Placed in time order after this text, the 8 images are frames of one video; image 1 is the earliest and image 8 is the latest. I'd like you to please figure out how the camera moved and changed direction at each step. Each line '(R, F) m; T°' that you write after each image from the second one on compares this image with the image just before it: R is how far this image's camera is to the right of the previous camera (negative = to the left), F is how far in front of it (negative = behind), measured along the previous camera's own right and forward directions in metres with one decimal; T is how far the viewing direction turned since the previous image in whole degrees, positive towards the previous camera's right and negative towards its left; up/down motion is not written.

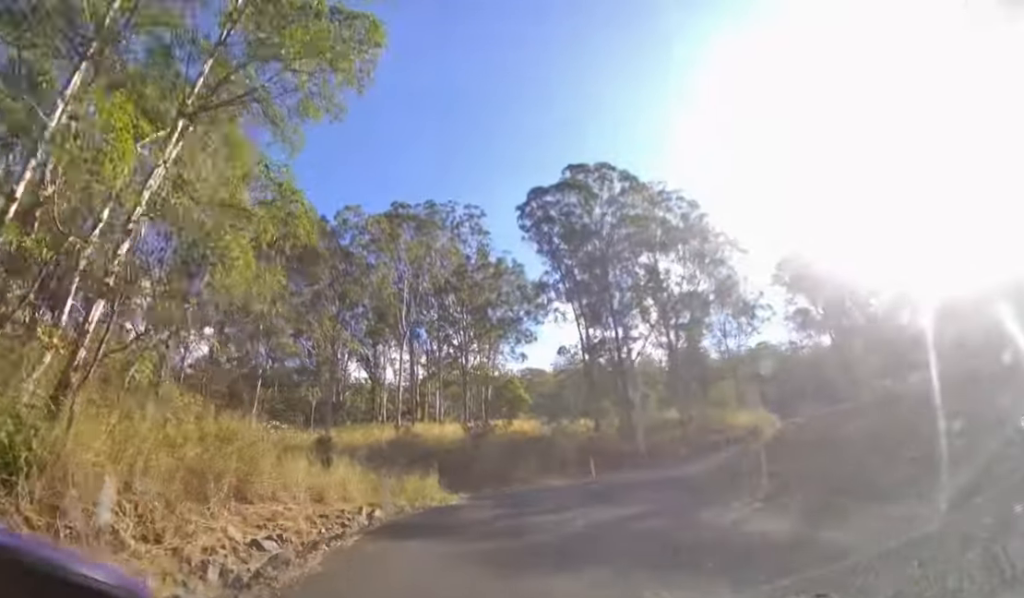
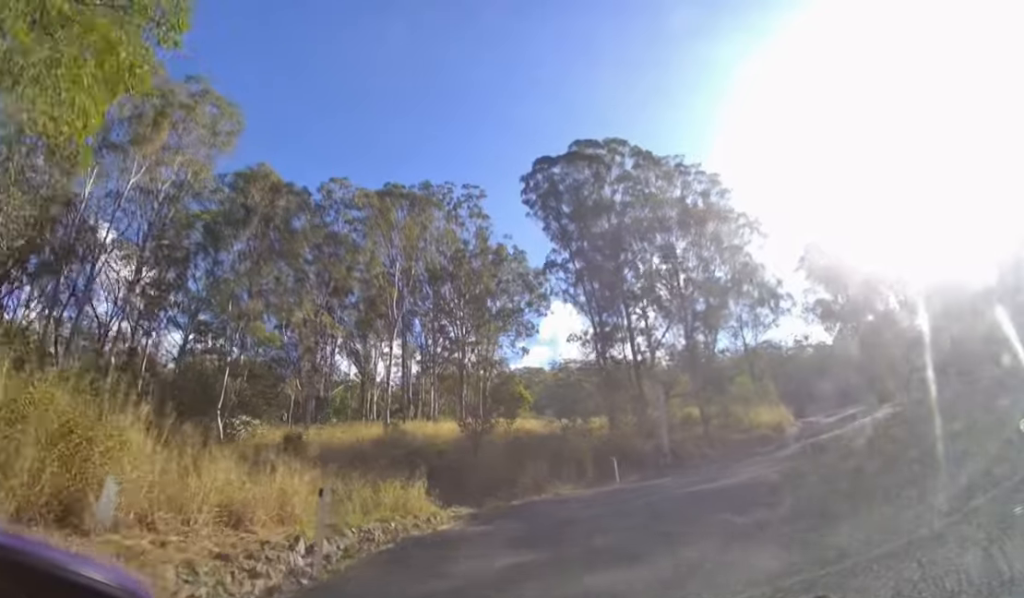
(-0.1, +4.1) m; 0°
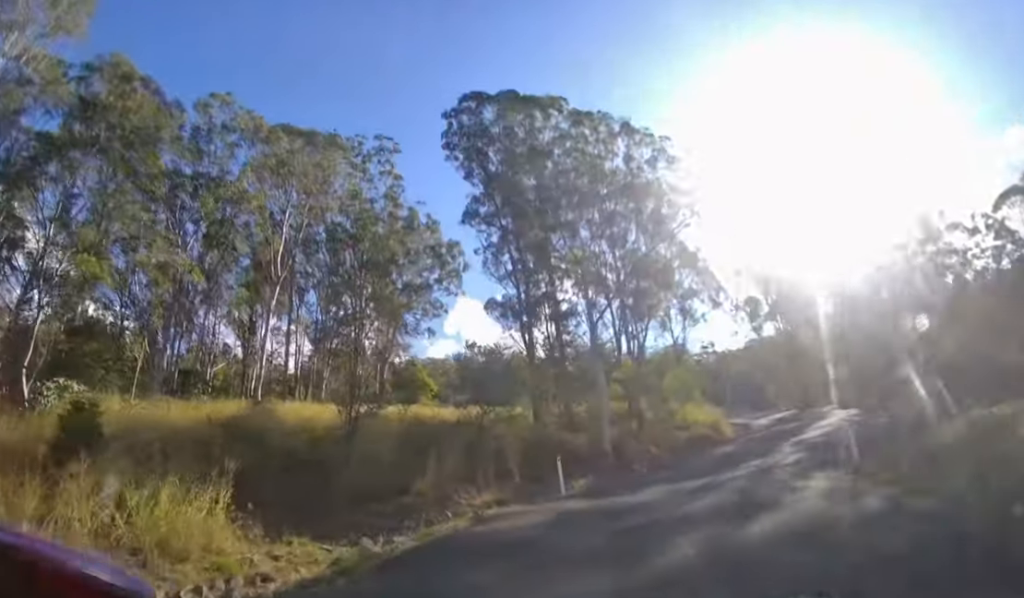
(+0.1, +6.5) m; +6°
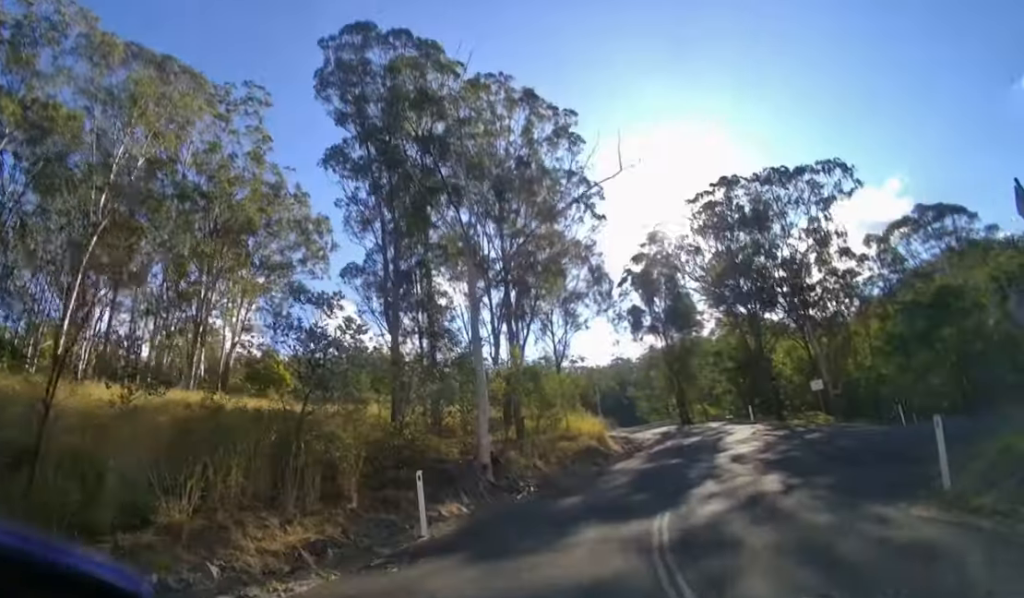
(+0.3, +5.6) m; +12°
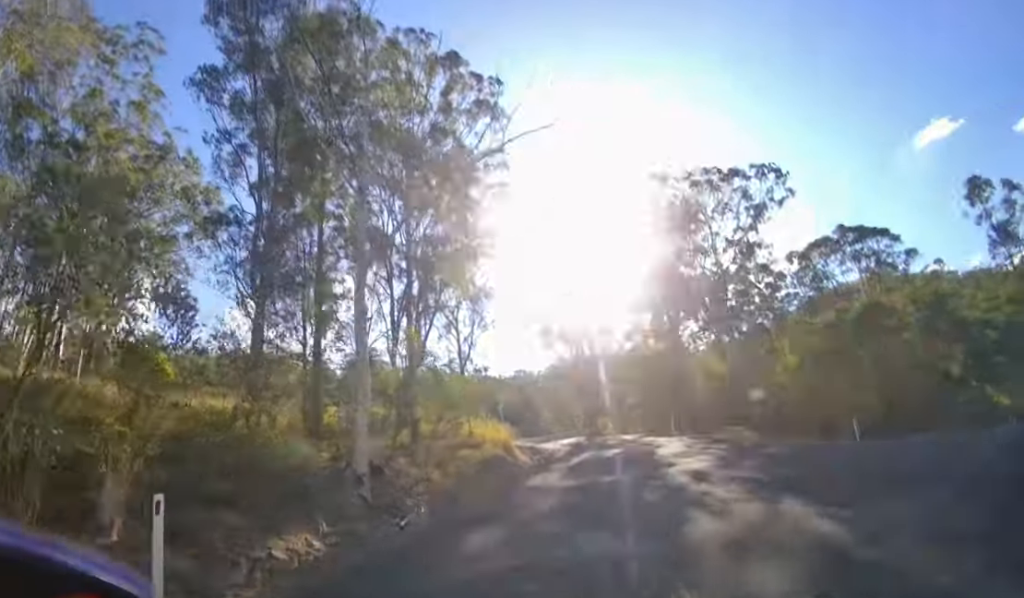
(+0.6, +4.3) m; +11°
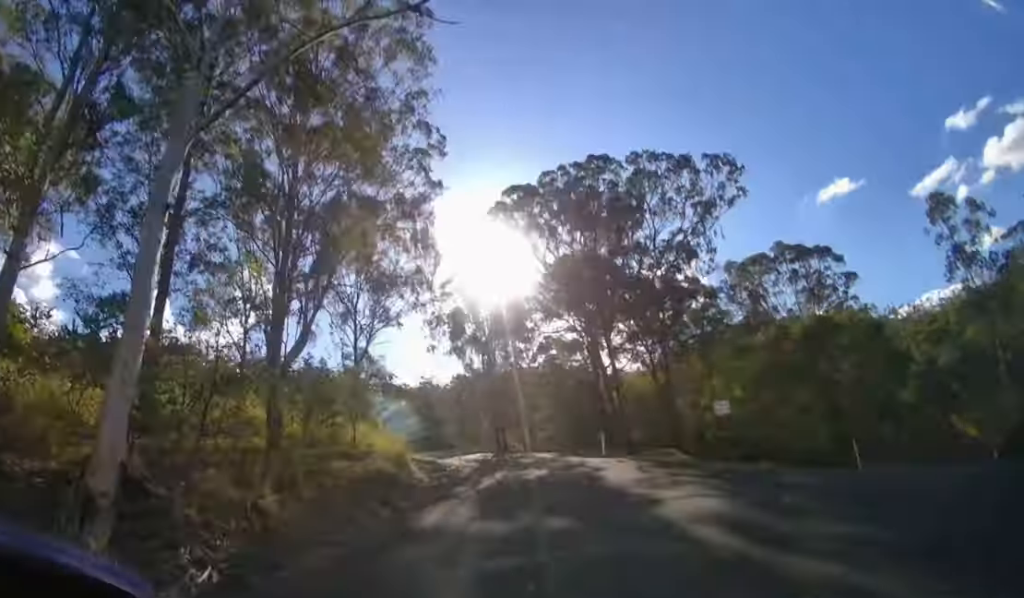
(+0.8, +5.9) m; +11°
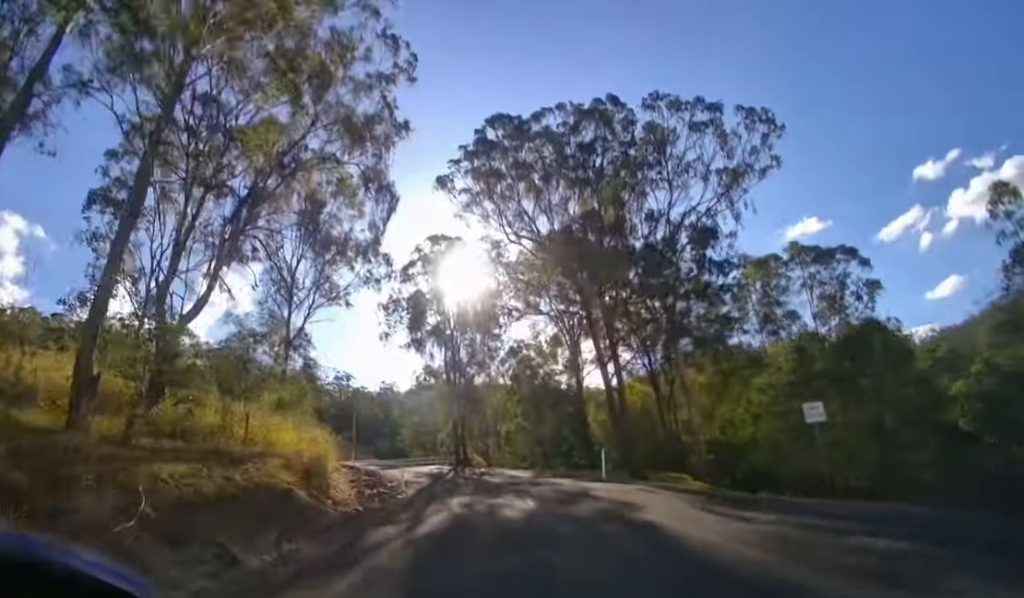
(+0.7, +7.9) m; +7°
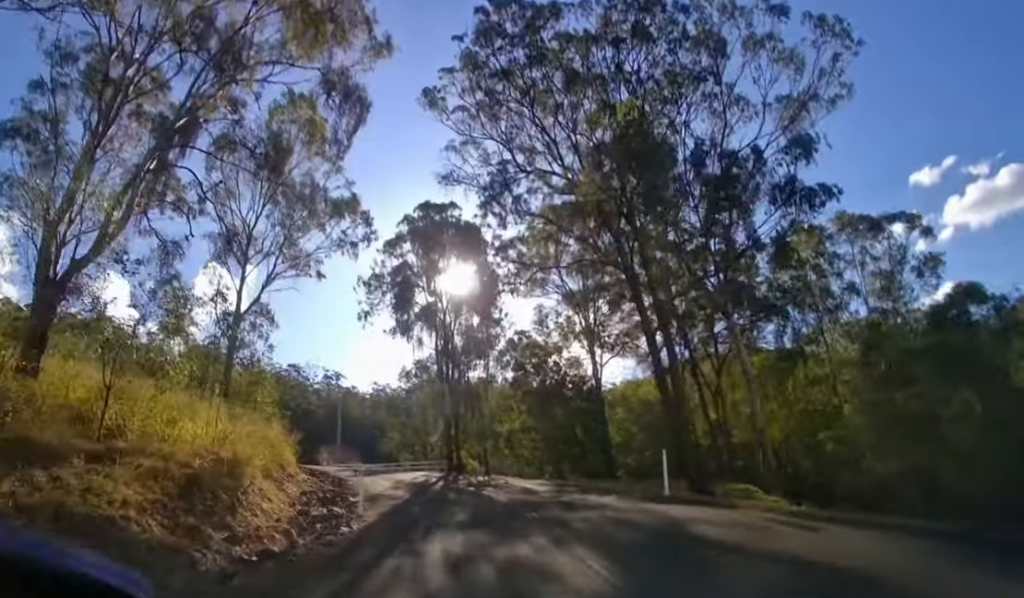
(+0.2, +6.9) m; +1°
